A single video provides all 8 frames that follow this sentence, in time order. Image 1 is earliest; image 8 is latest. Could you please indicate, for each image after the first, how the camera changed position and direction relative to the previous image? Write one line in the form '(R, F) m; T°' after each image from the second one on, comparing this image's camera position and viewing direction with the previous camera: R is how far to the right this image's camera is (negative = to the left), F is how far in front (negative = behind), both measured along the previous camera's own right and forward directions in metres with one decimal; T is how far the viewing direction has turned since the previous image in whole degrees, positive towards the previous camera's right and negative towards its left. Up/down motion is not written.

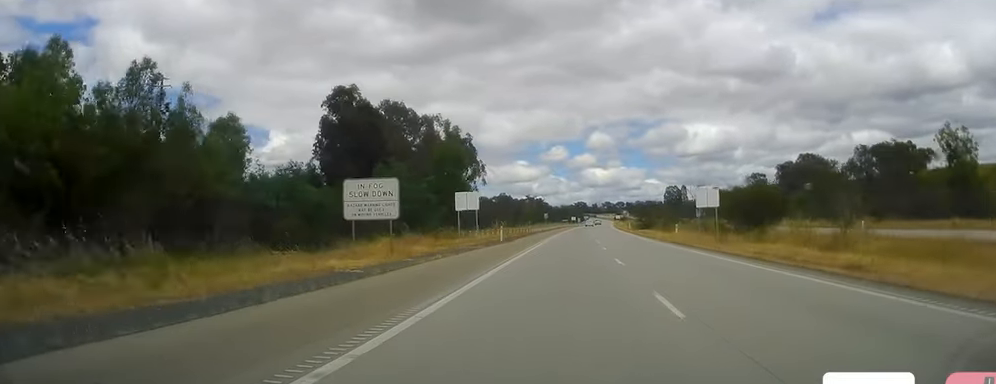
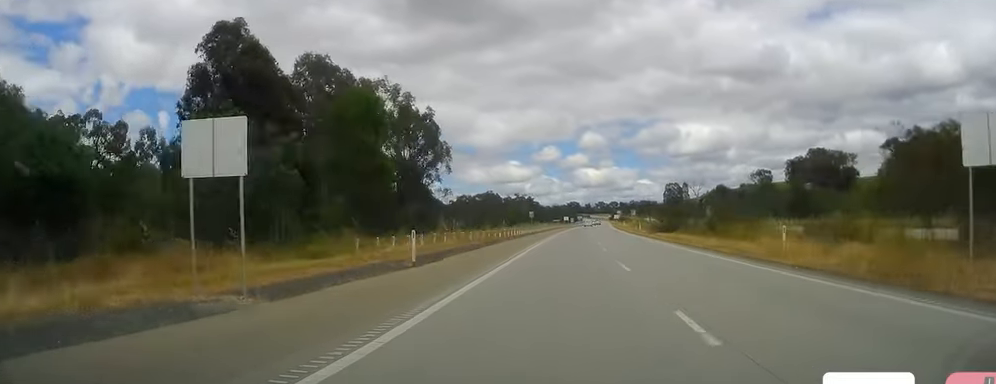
(+0.1, +27.2) m; +1°
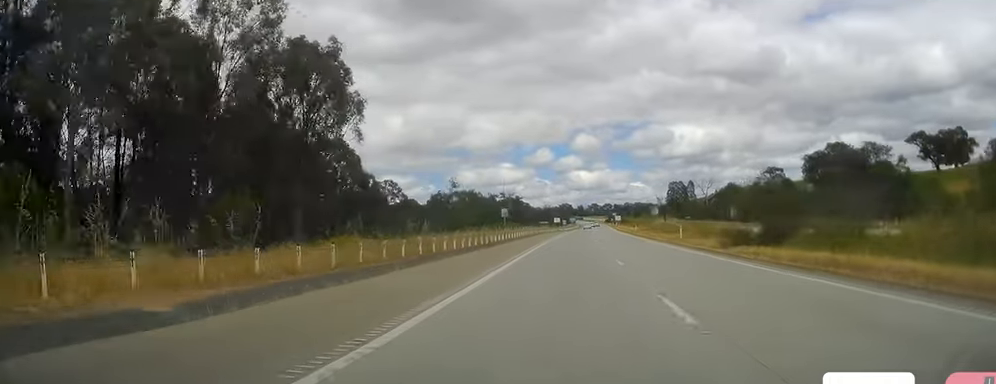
(+0.8, +35.0) m; 0°
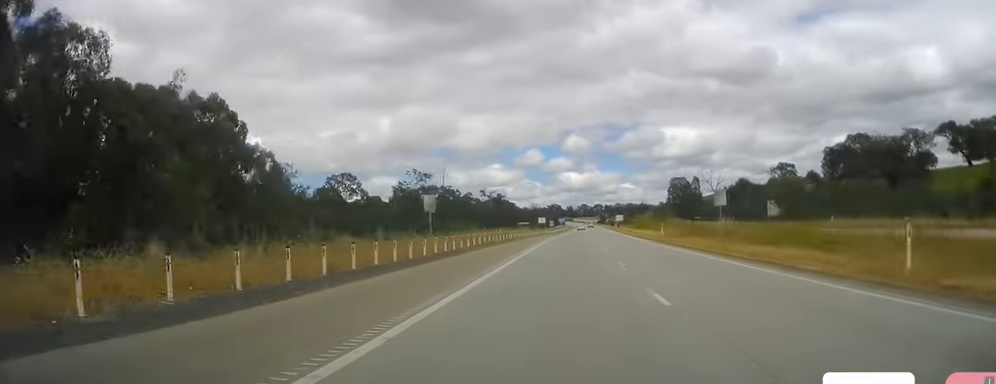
(-0.9, +34.8) m; +1°
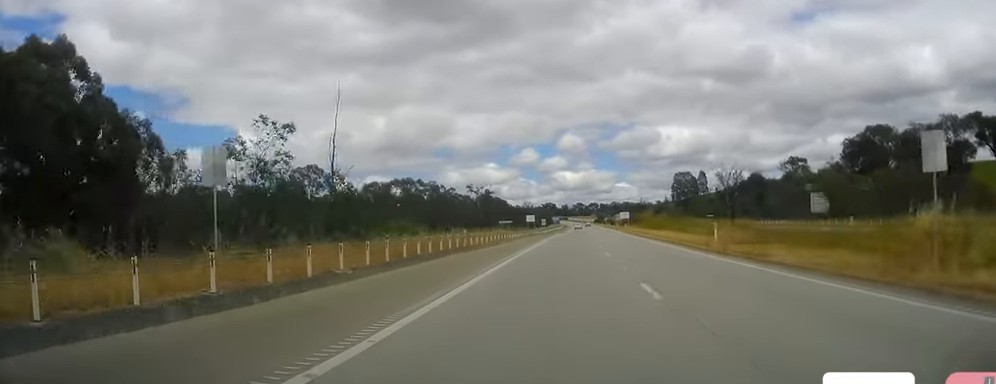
(+0.6, +23.3) m; +2°
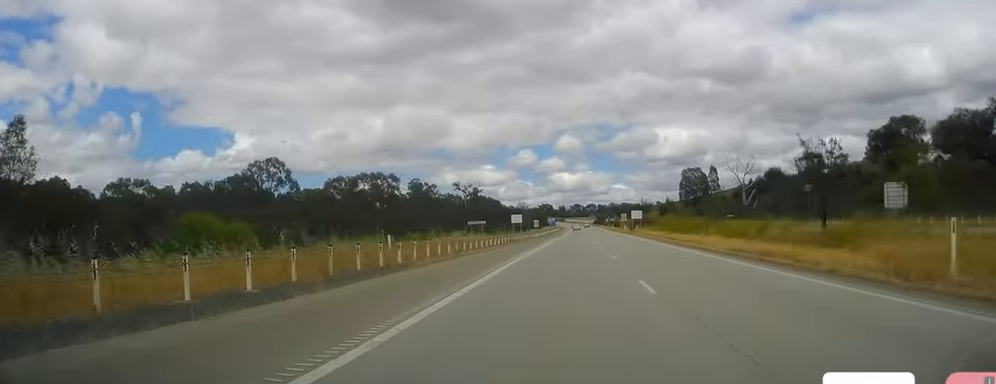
(+0.3, +23.3) m; 0°
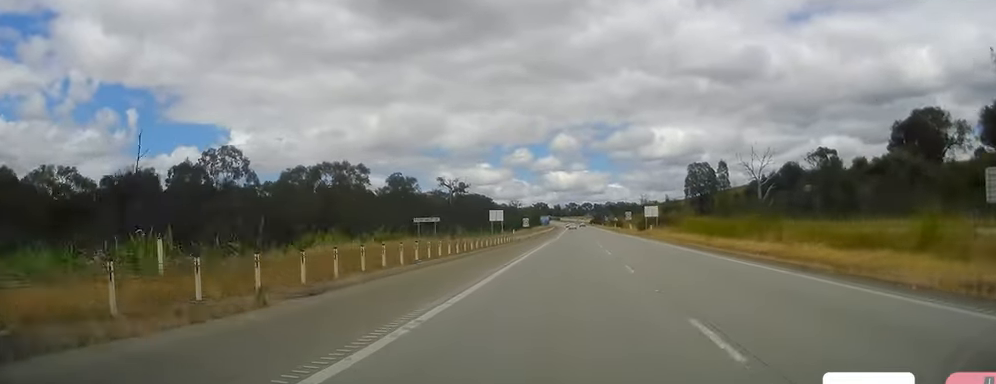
(-0.2, +19.5) m; 0°
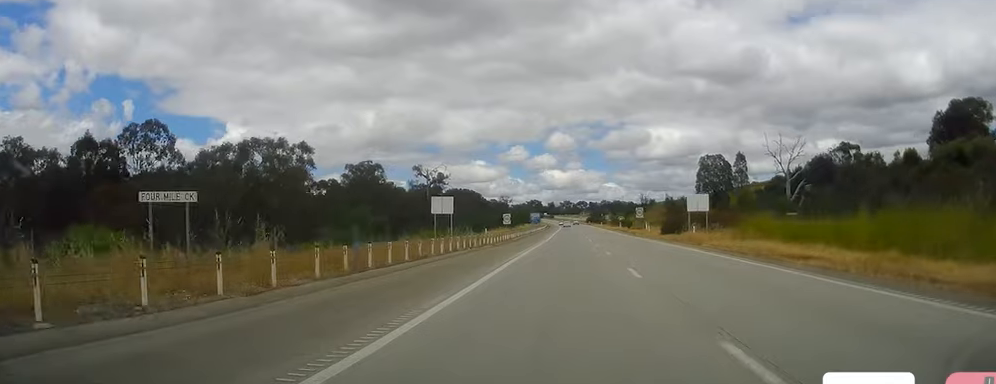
(-0.1, +26.3) m; 0°
